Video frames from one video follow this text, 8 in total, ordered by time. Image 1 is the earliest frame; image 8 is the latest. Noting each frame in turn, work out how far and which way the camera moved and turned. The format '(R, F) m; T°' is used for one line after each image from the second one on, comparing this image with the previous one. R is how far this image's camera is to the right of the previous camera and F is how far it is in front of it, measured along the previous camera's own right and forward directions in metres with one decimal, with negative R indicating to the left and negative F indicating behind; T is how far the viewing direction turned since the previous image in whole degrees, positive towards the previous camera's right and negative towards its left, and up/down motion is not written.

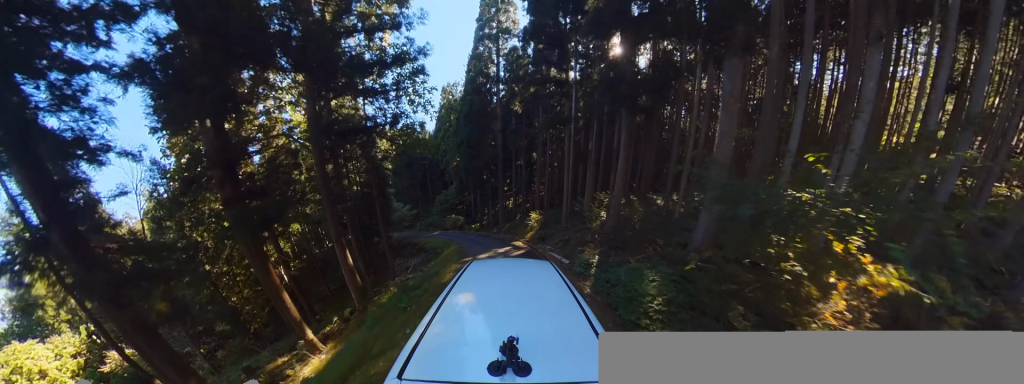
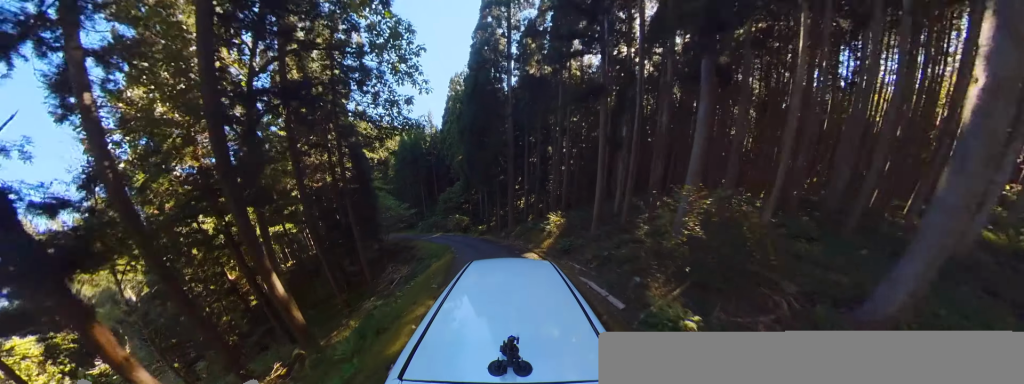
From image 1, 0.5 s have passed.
(-1.2, +3.8) m; -12°
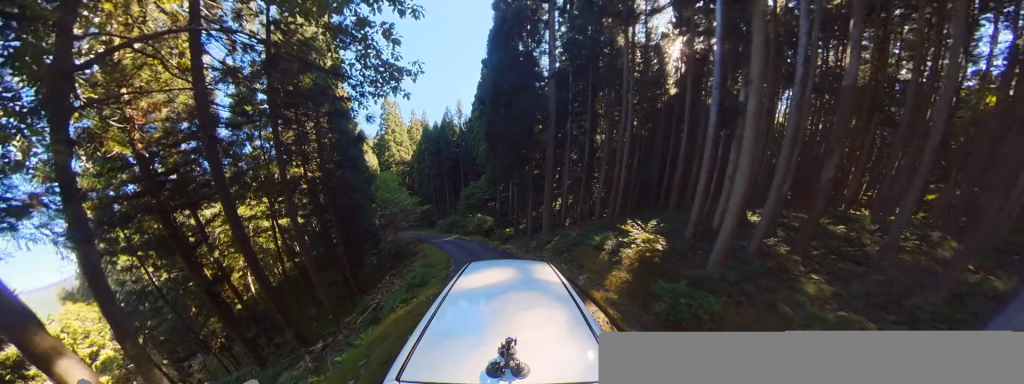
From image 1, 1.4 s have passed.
(-0.9, +6.5) m; -4°
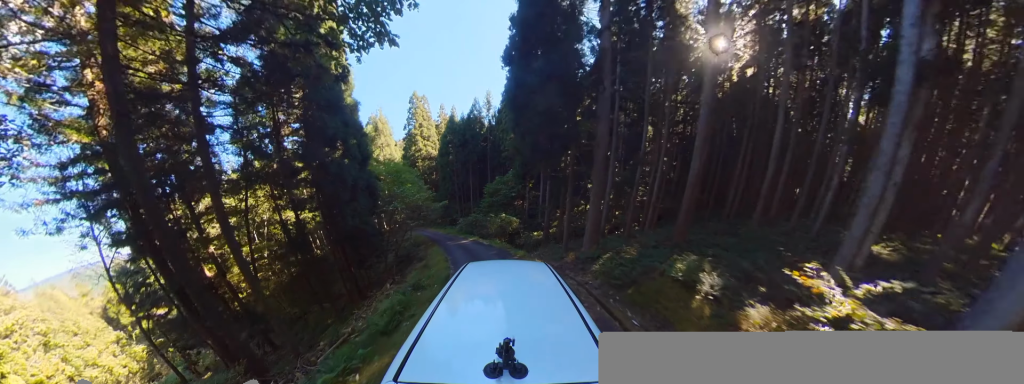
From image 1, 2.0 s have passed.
(-0.2, +4.3) m; +3°
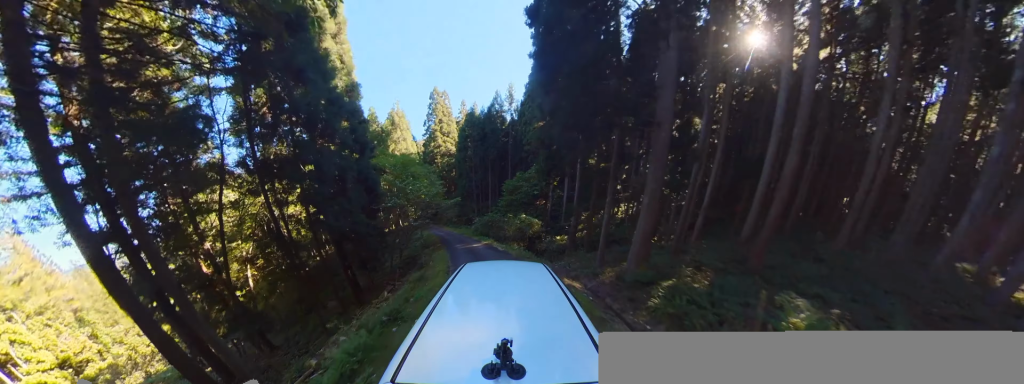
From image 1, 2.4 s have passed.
(+0.4, +3.1) m; +1°
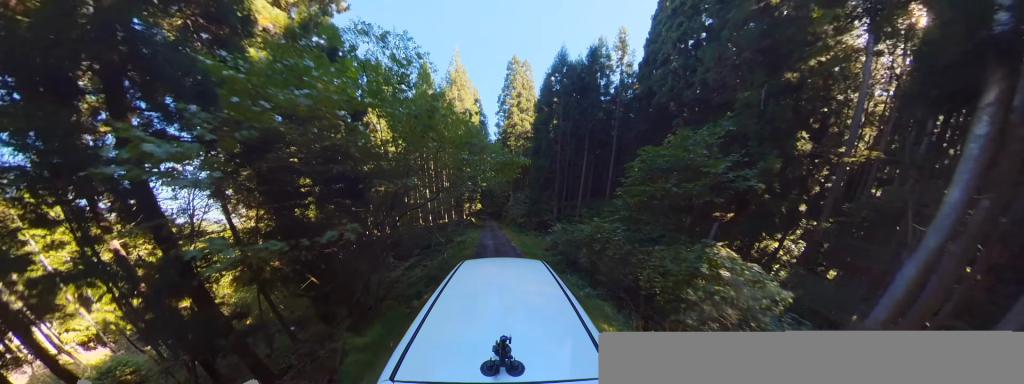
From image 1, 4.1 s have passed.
(-0.6, +13.7) m; -10°
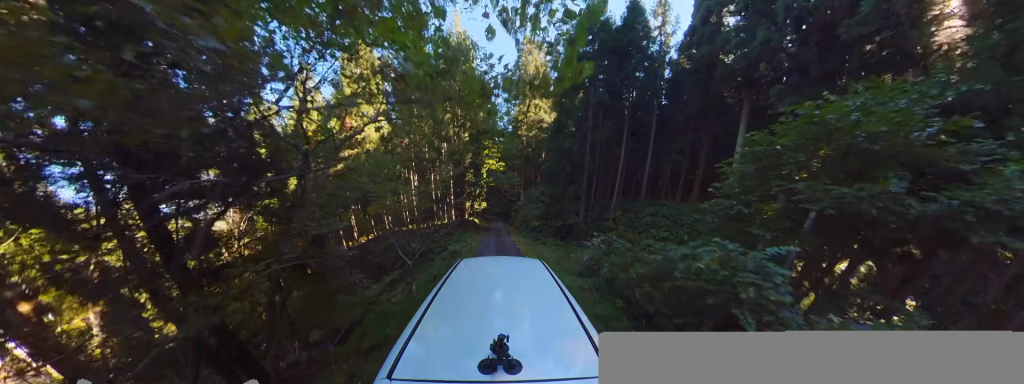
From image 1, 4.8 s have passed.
(-0.2, +5.5) m; -5°
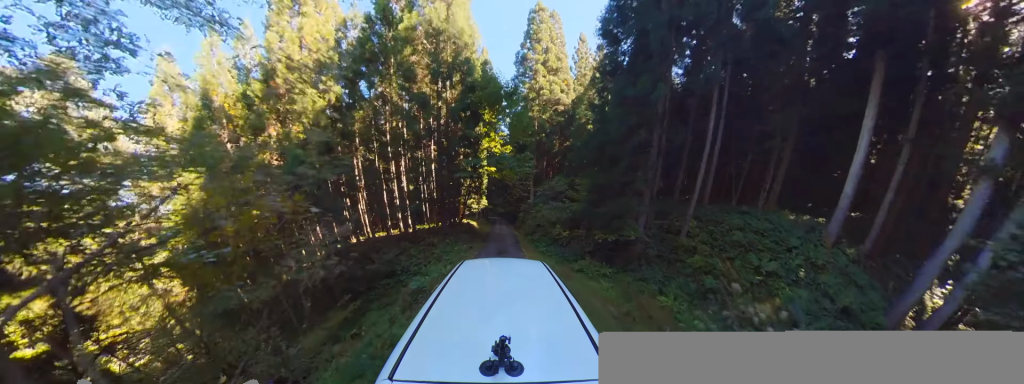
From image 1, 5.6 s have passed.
(-0.5, +6.8) m; +3°
